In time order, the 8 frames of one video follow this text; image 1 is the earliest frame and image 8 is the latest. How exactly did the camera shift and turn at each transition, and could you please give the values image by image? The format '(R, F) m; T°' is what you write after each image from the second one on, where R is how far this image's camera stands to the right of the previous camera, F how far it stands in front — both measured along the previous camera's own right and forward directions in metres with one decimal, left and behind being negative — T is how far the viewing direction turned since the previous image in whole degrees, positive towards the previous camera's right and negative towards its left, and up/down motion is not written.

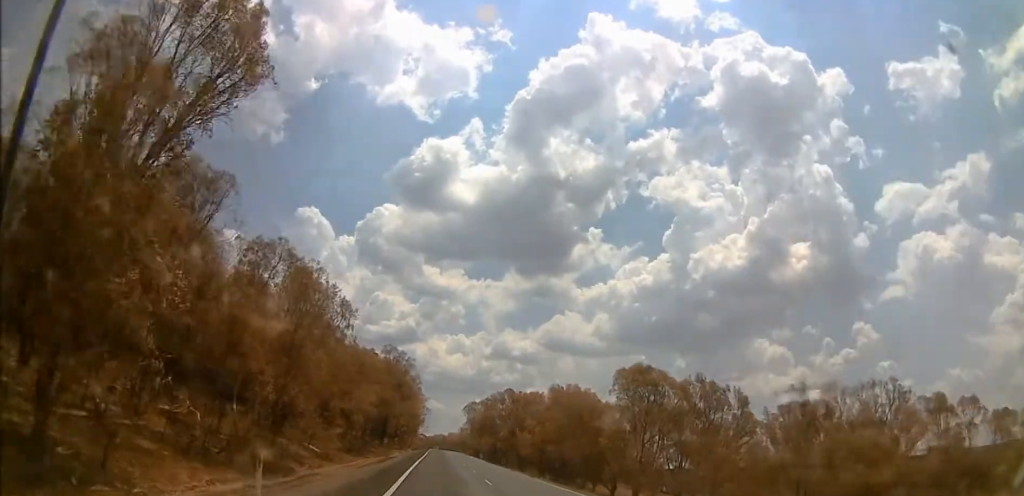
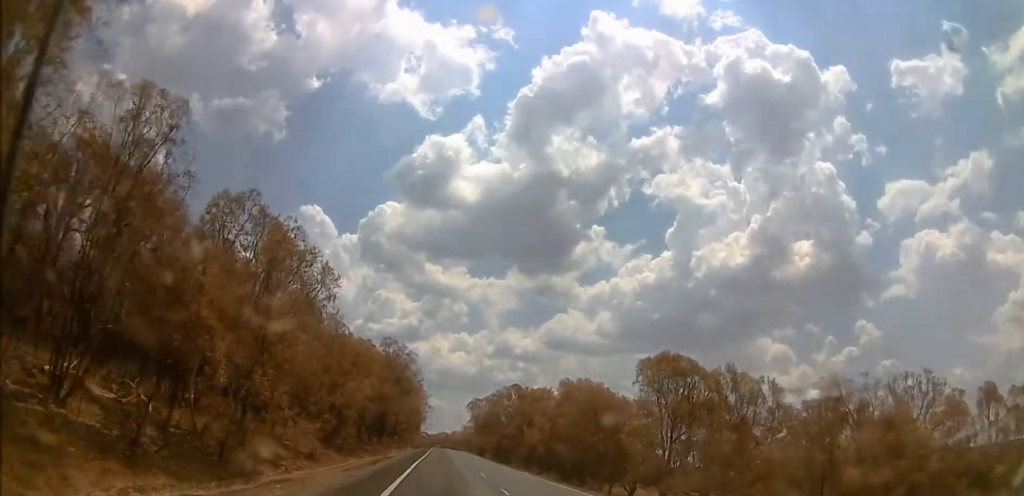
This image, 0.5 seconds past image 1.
(+0.1, +7.4) m; +1°
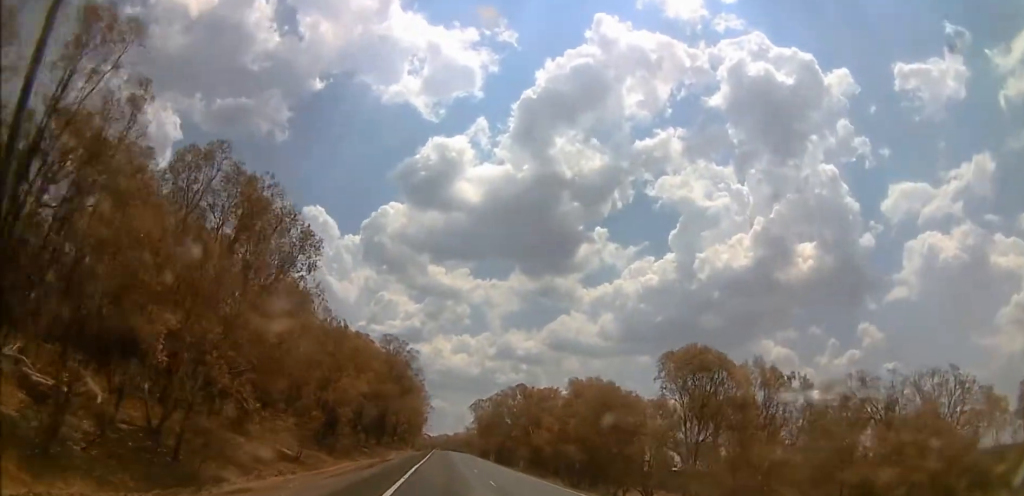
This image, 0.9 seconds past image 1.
(0.0, +5.6) m; +2°
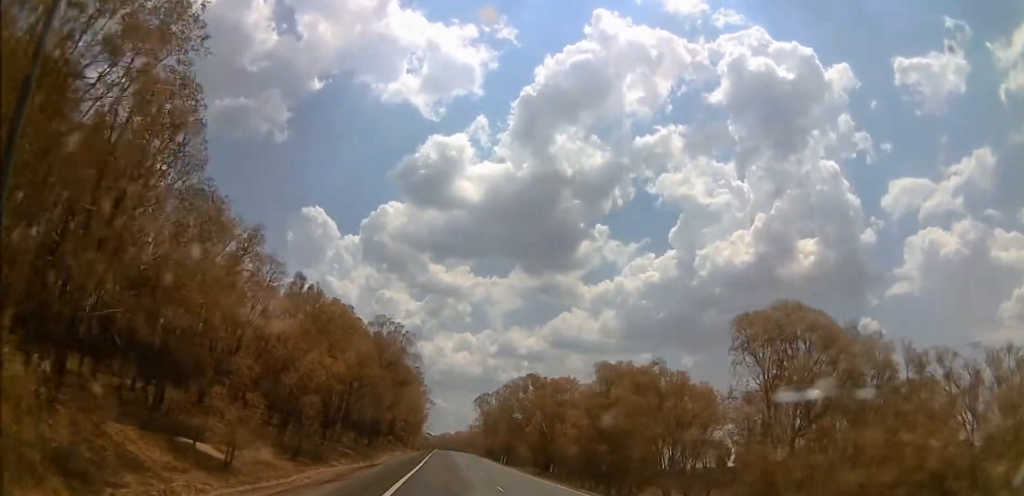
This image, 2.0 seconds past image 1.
(+0.5, +14.6) m; +3°
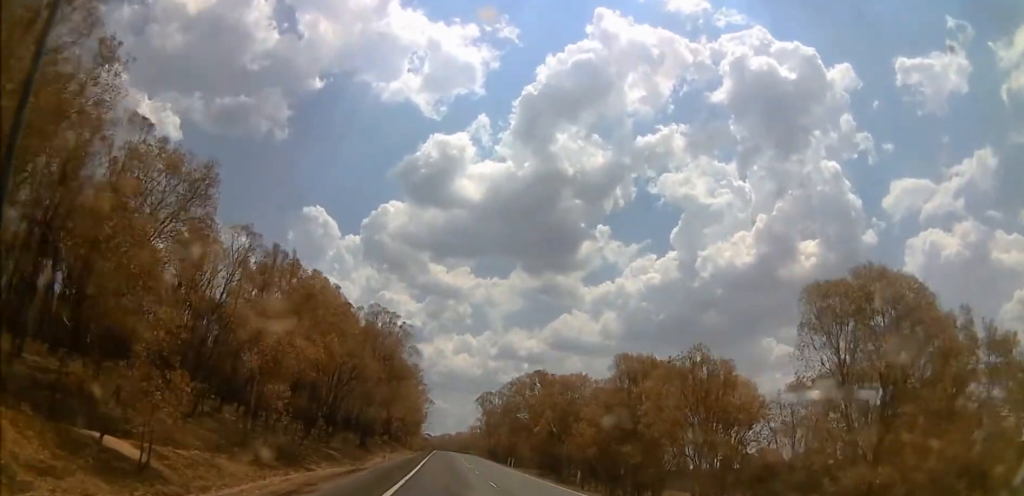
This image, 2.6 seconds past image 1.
(+0.5, +8.7) m; 0°
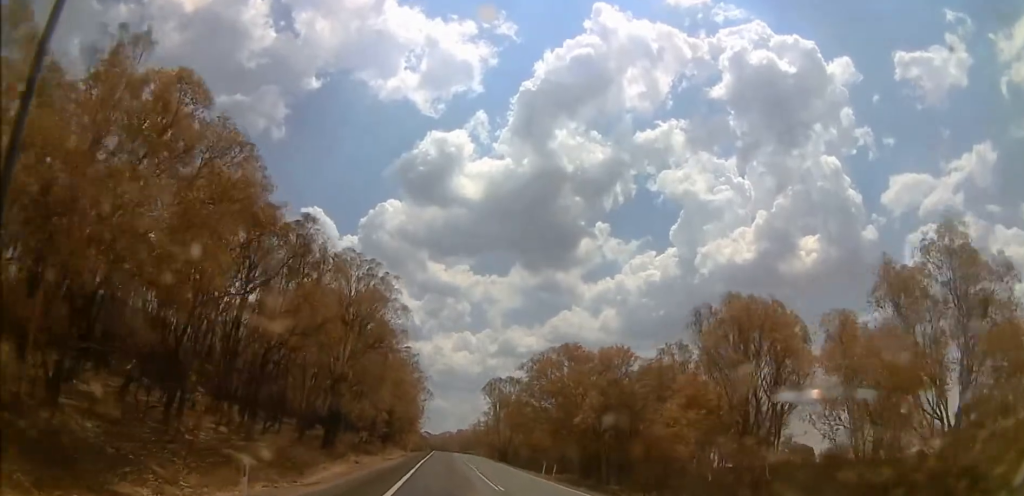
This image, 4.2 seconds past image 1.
(-2.1, +24.6) m; -2°
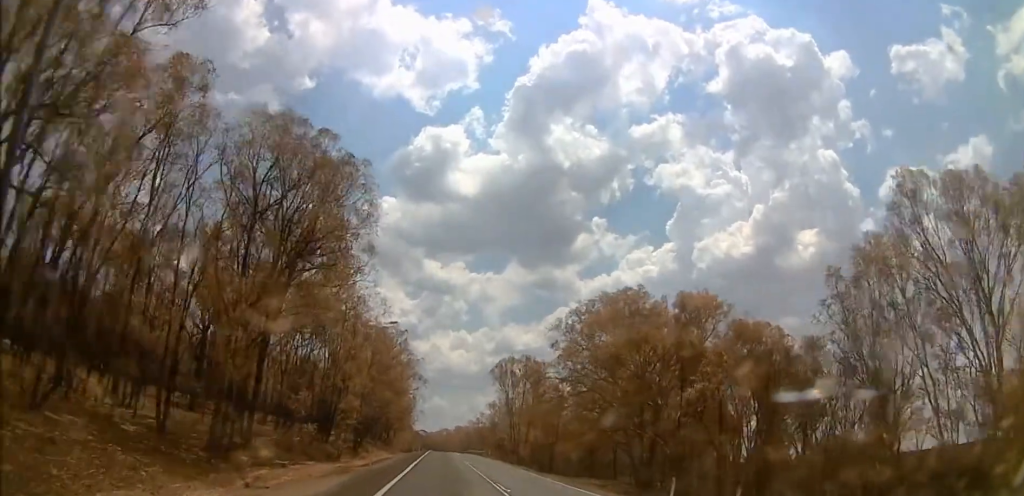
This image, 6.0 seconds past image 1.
(+0.9, +26.7) m; 0°
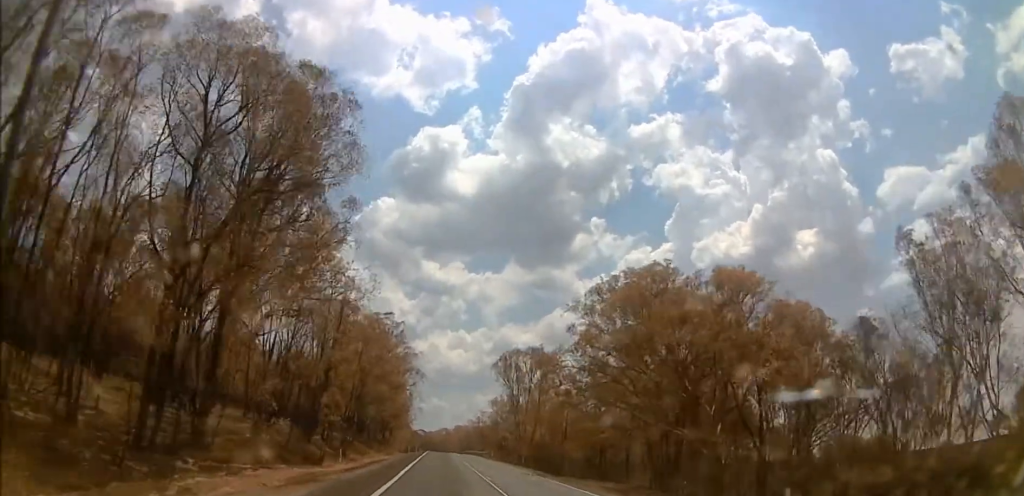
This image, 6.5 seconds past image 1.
(-0.5, +7.0) m; -1°
